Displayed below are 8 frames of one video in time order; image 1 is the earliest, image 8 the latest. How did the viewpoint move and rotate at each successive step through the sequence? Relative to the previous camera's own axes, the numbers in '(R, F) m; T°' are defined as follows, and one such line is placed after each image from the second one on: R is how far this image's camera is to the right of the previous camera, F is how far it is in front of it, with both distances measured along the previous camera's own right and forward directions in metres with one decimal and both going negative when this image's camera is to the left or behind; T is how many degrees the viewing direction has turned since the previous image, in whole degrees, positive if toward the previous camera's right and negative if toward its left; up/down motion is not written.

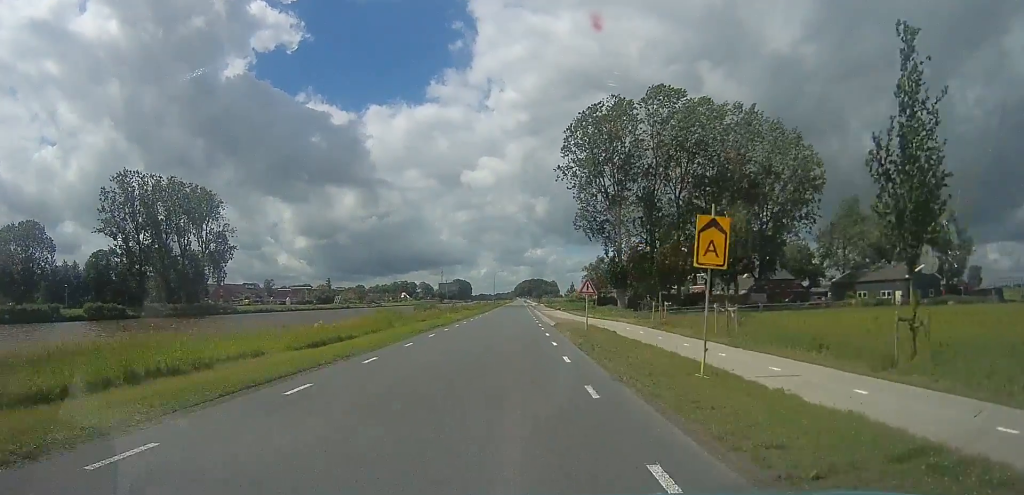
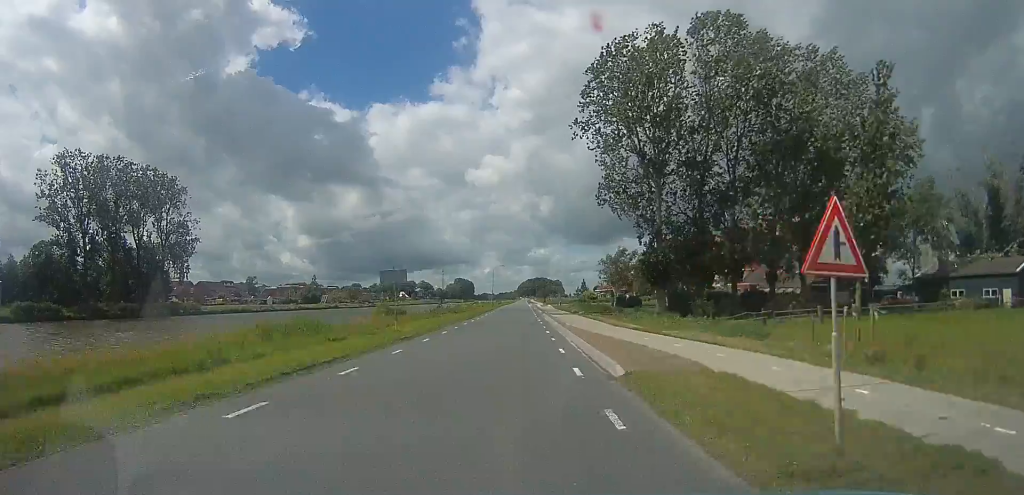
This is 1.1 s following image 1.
(+0.9, +18.1) m; +2°
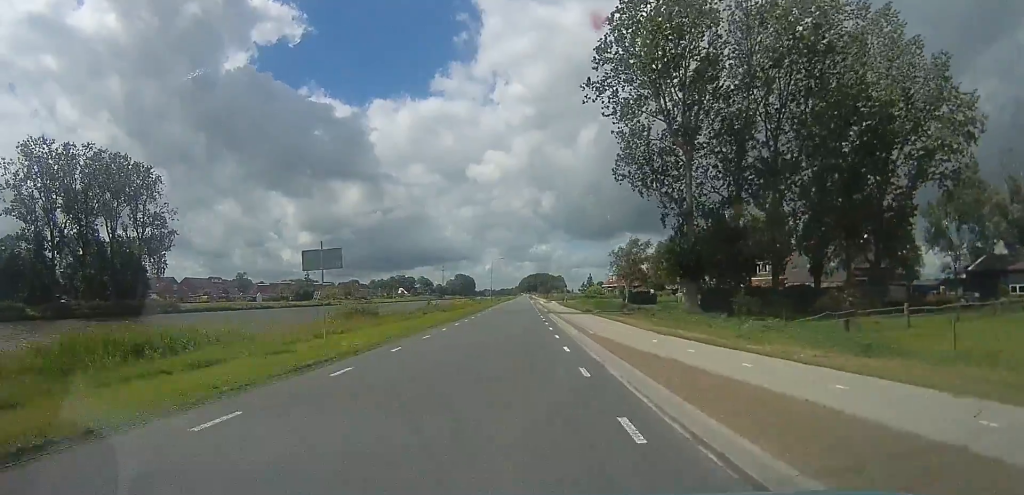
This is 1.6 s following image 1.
(+0.4, +8.8) m; -1°
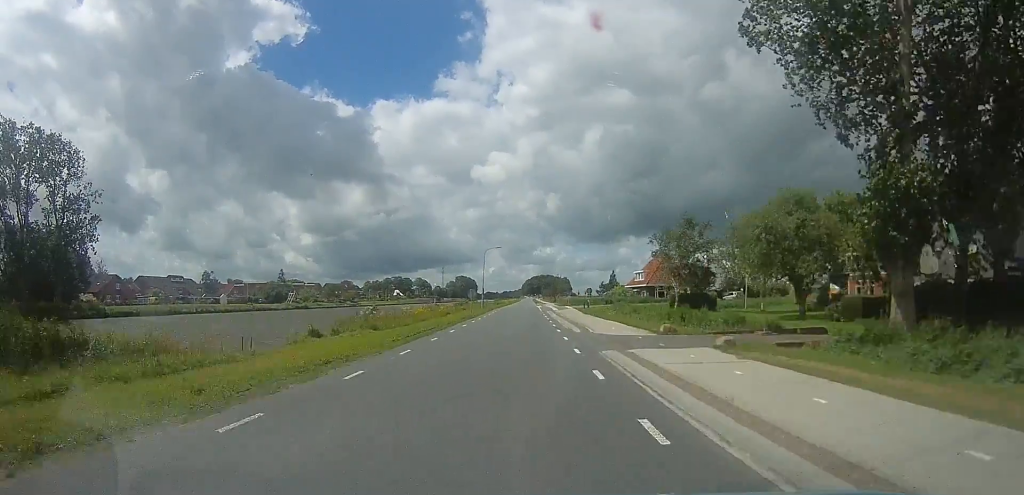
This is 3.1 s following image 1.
(-2.0, +24.1) m; -5°
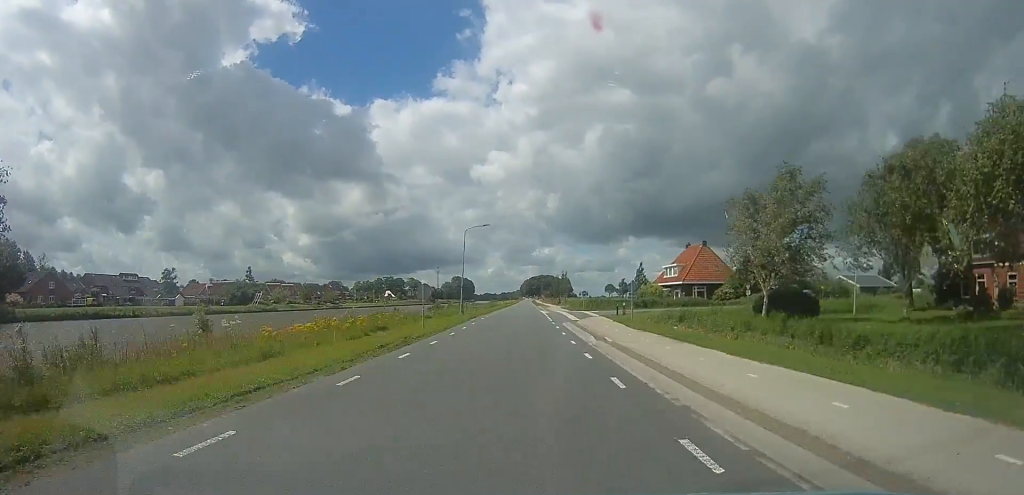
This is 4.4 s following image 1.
(0.0, +20.7) m; +5°
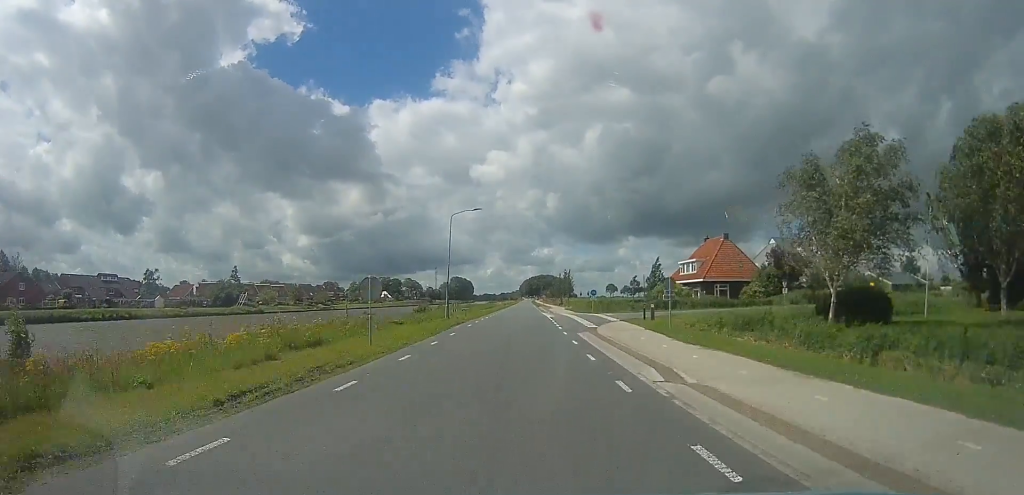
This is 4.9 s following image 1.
(+0.5, +8.1) m; +1°
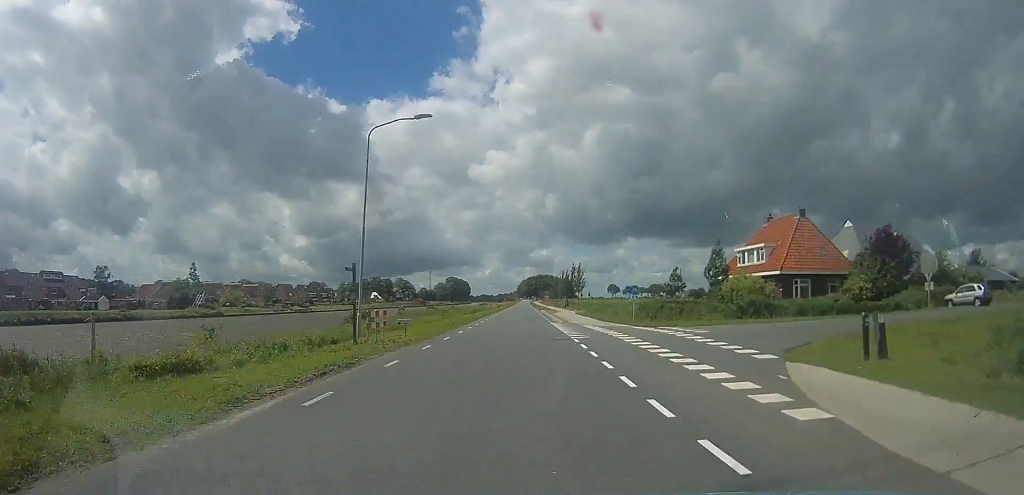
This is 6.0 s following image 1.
(+0.2, +18.9) m; 0°
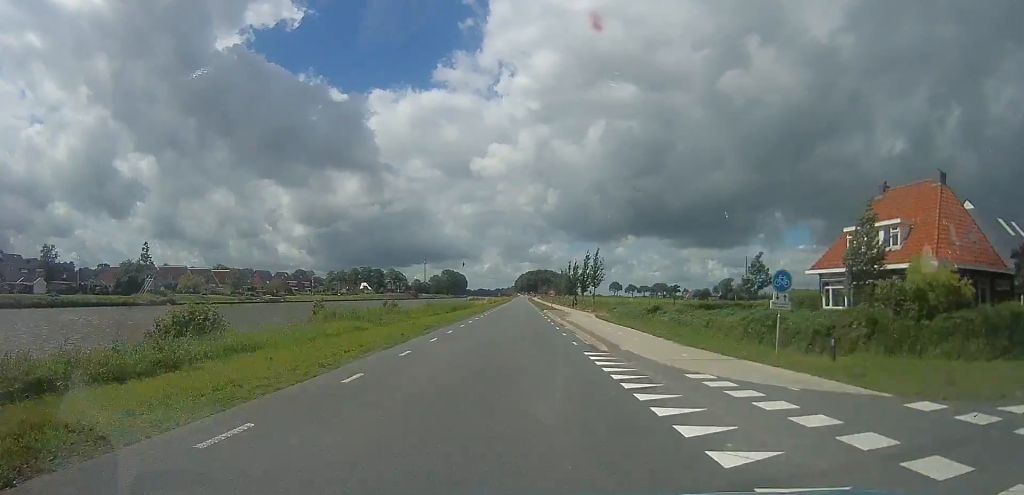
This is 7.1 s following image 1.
(+0.2, +18.1) m; 0°
